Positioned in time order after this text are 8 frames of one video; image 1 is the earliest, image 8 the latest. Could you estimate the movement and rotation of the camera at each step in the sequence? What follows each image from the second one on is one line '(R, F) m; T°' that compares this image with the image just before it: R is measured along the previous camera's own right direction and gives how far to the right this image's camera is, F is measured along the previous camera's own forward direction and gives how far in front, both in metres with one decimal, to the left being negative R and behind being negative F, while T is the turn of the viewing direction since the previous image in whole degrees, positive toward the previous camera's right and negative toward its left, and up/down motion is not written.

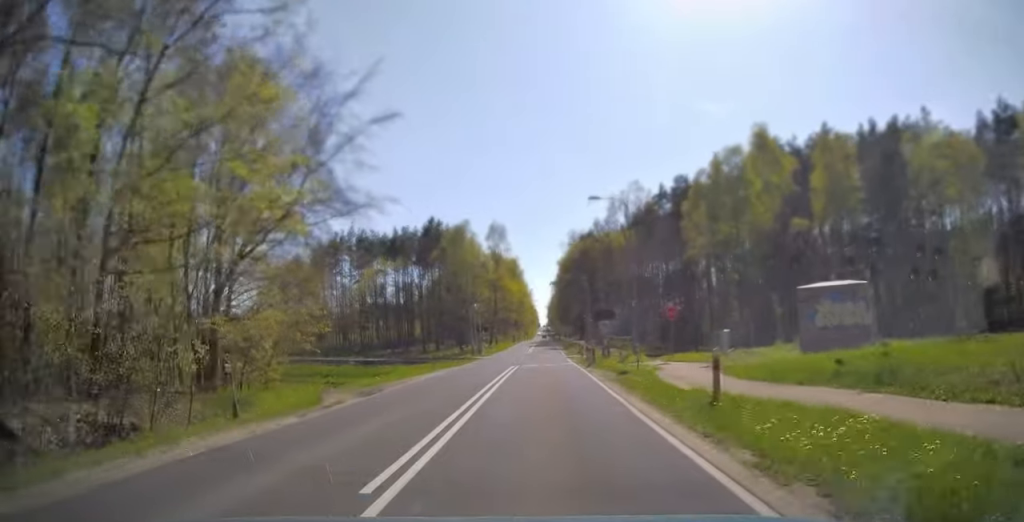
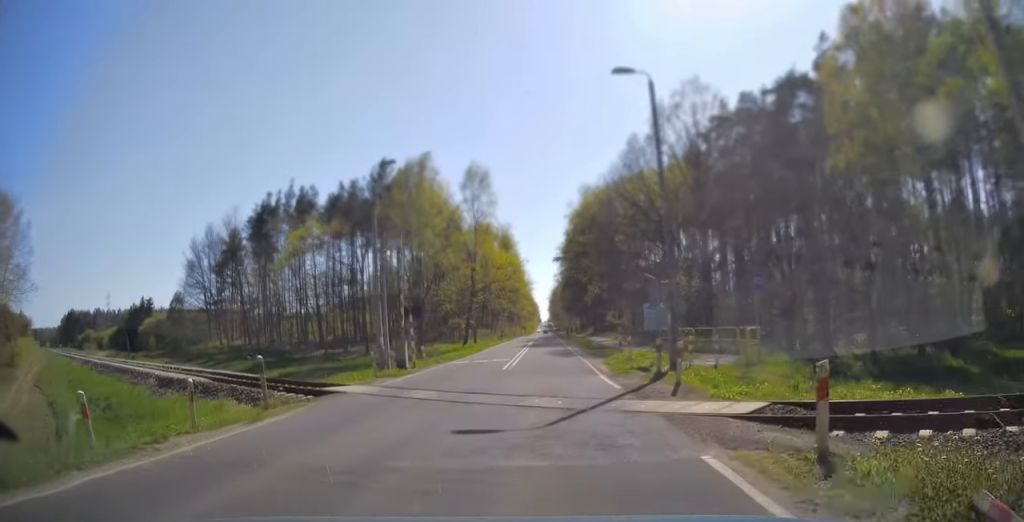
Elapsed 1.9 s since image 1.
(0.0, +34.5) m; 0°
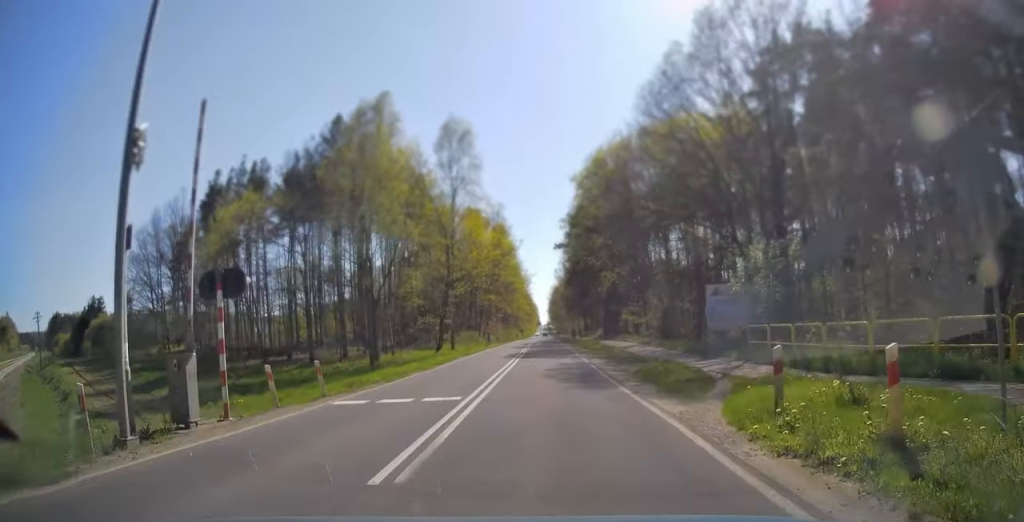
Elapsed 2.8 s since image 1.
(-0.1, +17.4) m; 0°
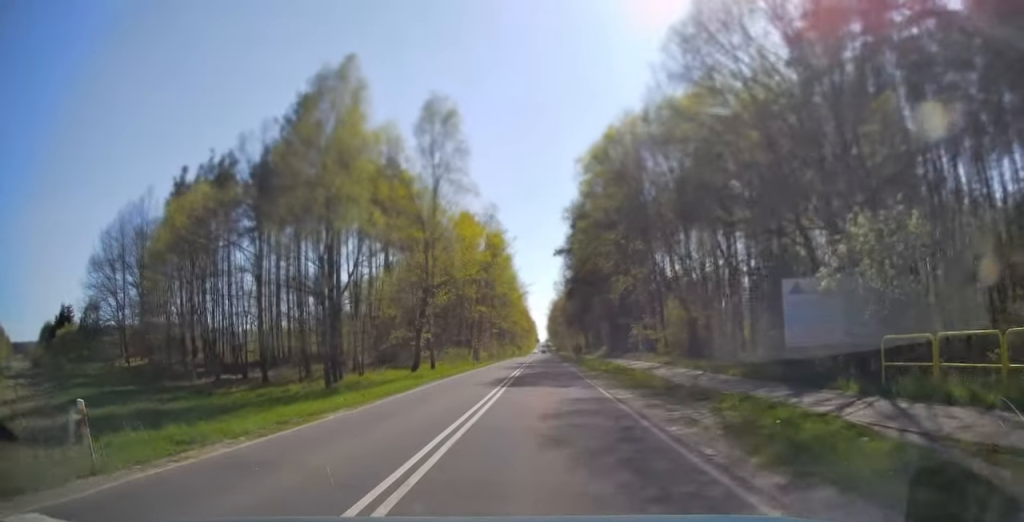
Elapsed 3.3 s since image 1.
(+0.1, +9.1) m; 0°
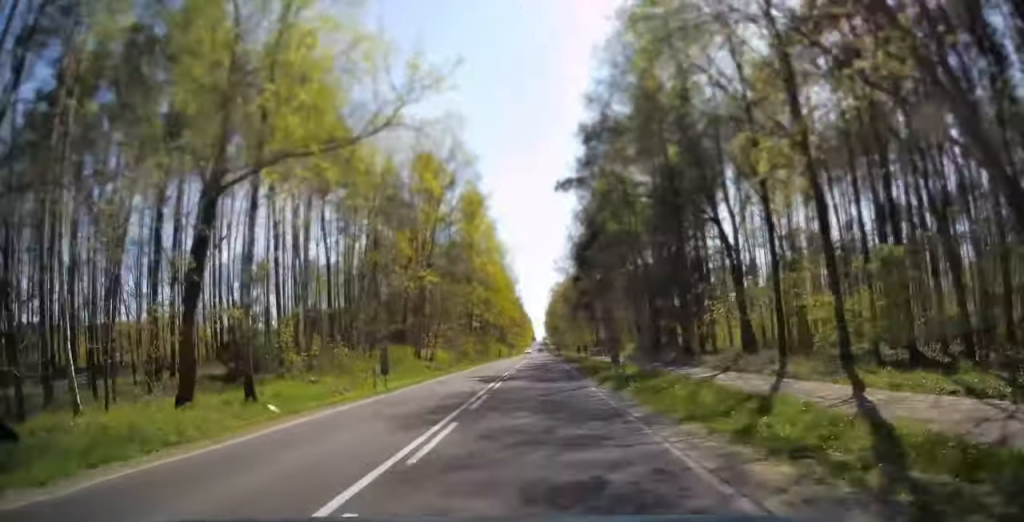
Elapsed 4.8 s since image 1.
(-0.2, +28.3) m; 0°
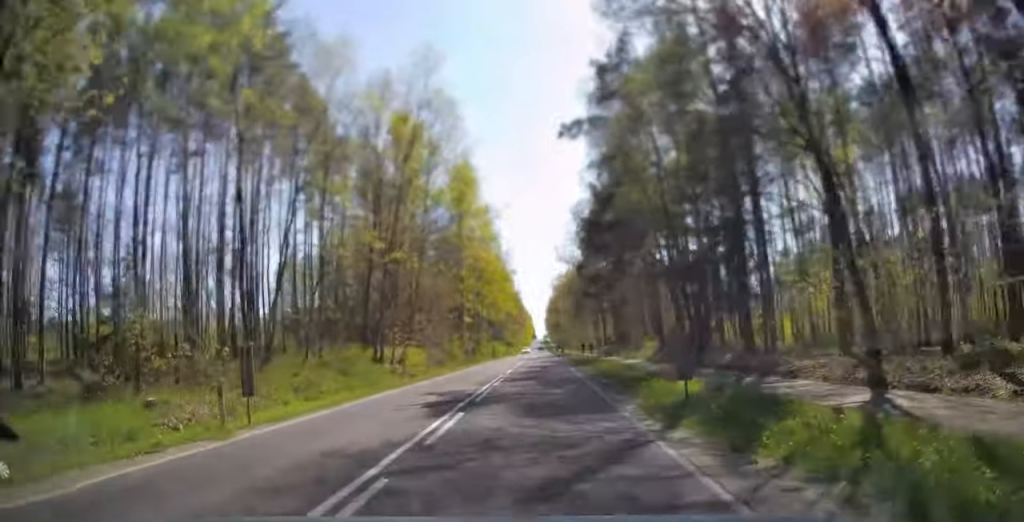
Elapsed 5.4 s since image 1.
(0.0, +10.6) m; 0°
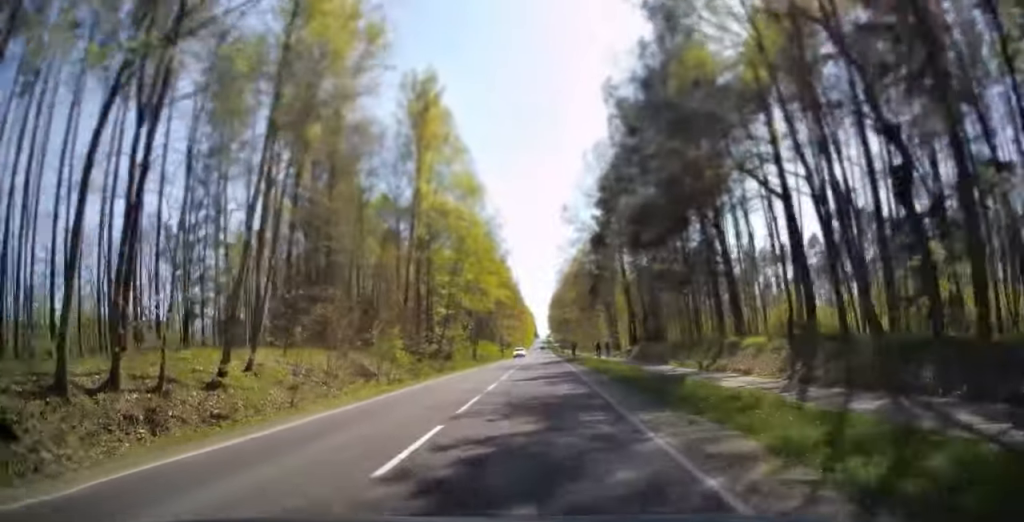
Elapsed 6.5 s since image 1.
(+0.2, +23.8) m; 0°
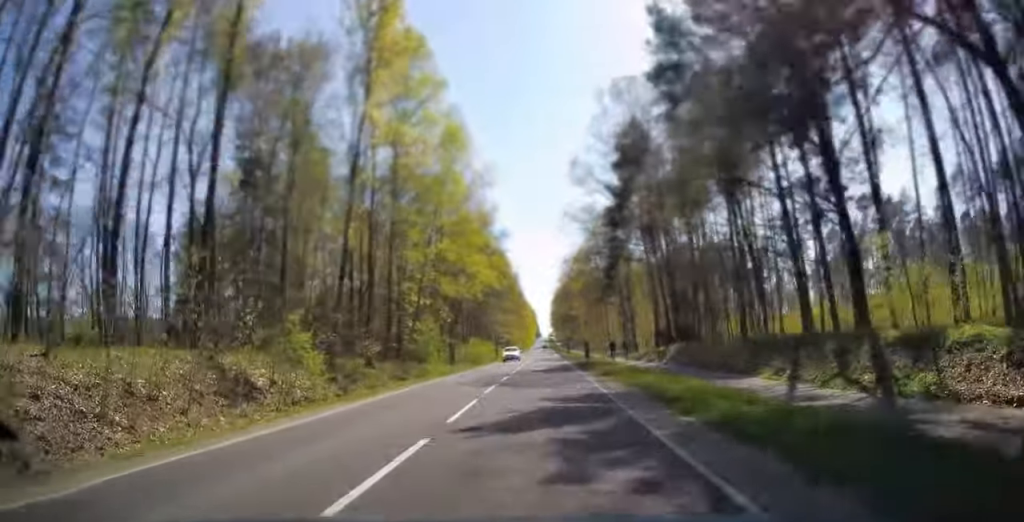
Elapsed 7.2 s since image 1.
(-0.1, +14.2) m; 0°
